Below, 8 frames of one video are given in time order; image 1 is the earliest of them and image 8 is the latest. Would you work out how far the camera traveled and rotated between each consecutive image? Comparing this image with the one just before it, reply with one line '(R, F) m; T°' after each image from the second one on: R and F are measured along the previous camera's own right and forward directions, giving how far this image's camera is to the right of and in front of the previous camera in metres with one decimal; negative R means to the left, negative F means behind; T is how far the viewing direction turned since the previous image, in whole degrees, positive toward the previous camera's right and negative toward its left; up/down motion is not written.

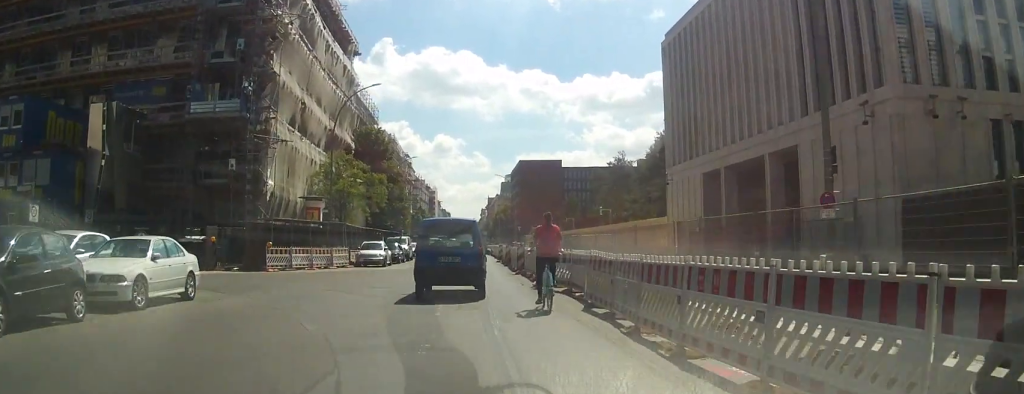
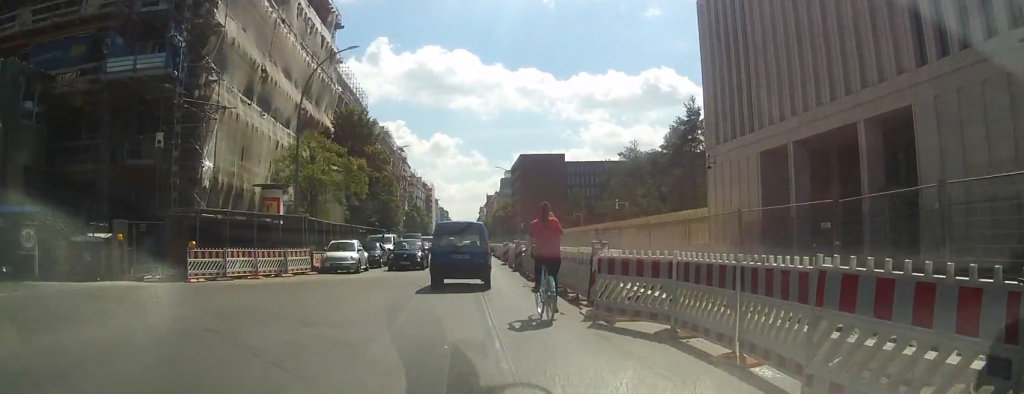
(0.0, +9.2) m; 0°
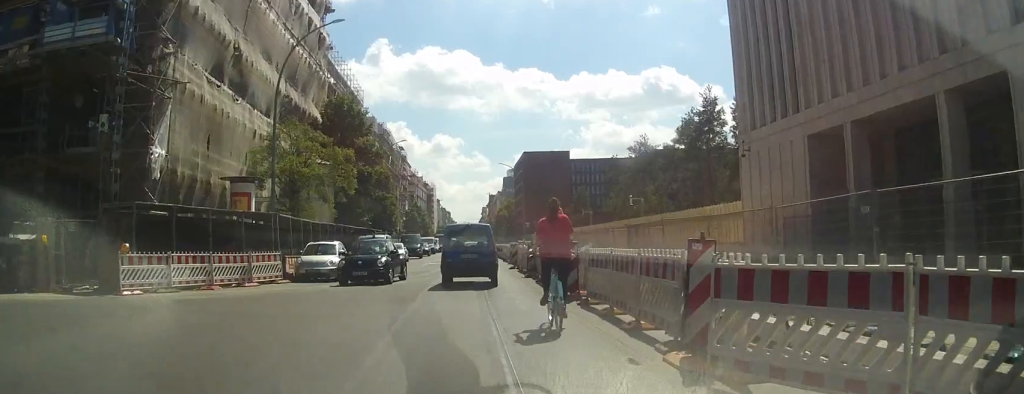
(0.0, +5.2) m; 0°
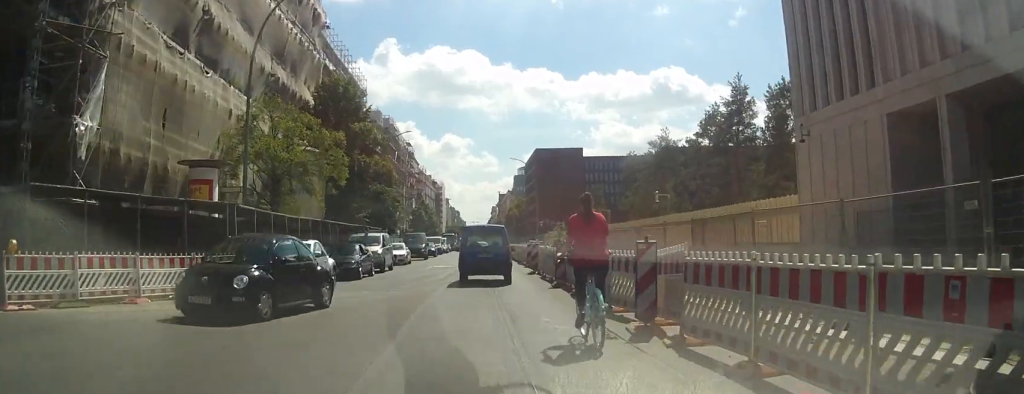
(0.0, +5.9) m; 0°
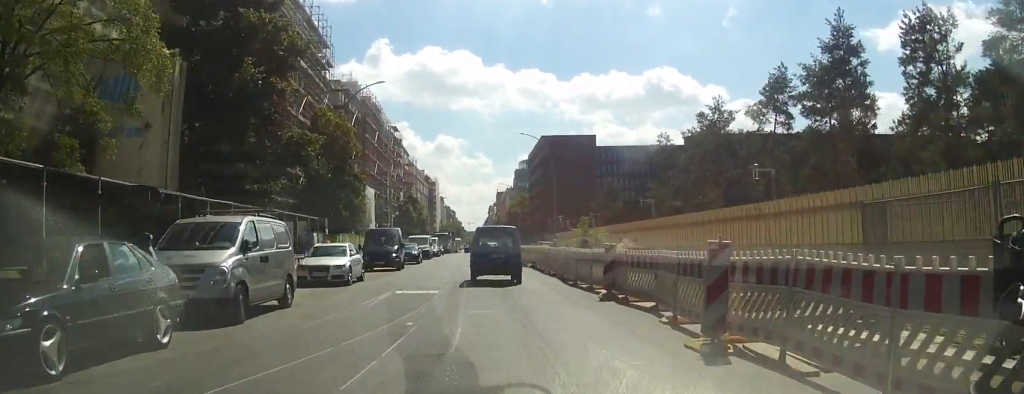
(-0.3, +21.2) m; 0°
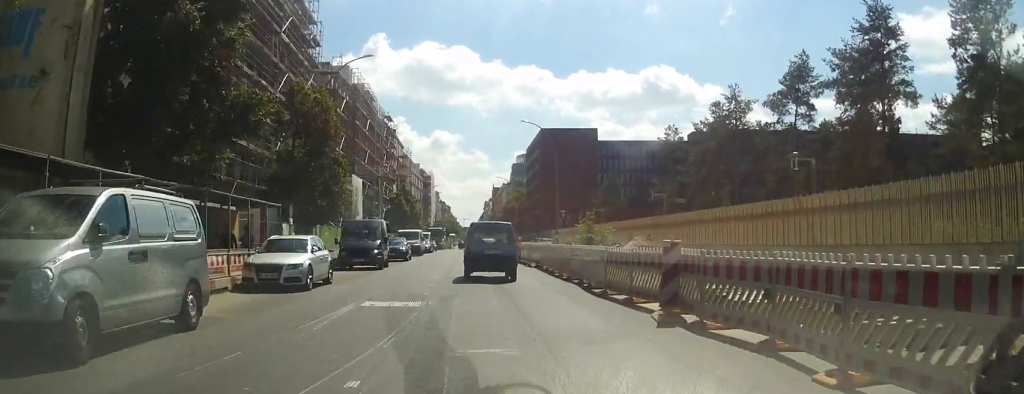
(0.0, +5.4) m; 0°
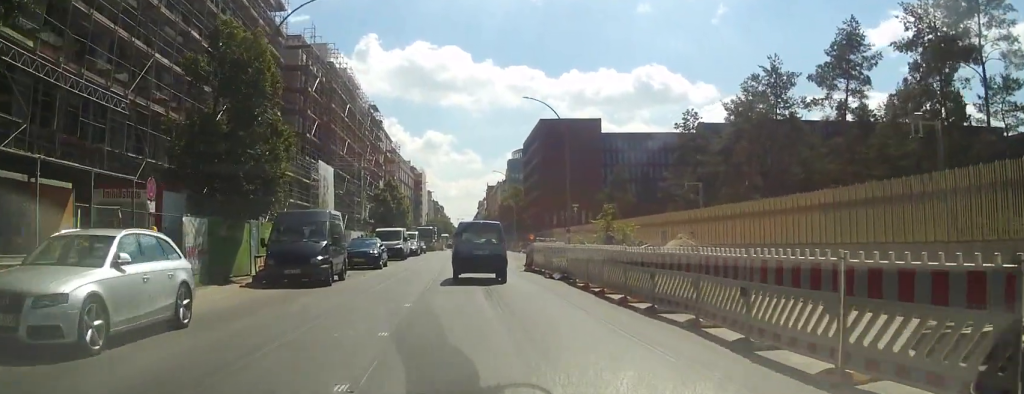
(0.0, +11.0) m; 0°
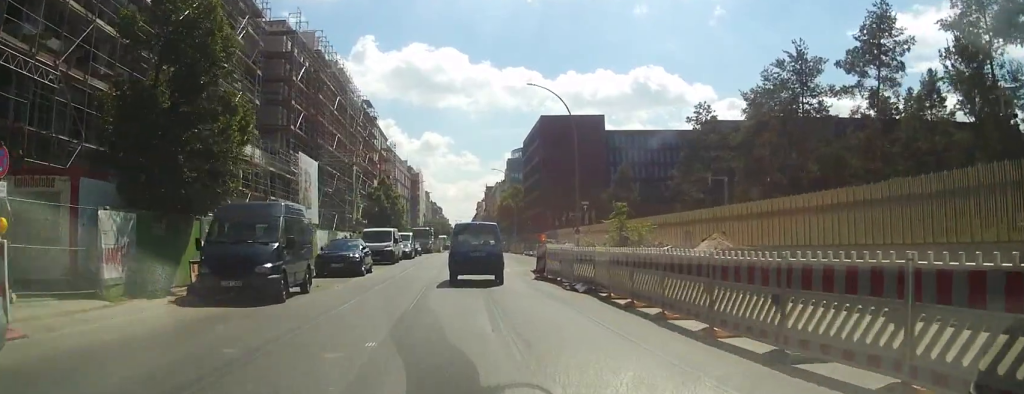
(0.0, +5.1) m; 0°
